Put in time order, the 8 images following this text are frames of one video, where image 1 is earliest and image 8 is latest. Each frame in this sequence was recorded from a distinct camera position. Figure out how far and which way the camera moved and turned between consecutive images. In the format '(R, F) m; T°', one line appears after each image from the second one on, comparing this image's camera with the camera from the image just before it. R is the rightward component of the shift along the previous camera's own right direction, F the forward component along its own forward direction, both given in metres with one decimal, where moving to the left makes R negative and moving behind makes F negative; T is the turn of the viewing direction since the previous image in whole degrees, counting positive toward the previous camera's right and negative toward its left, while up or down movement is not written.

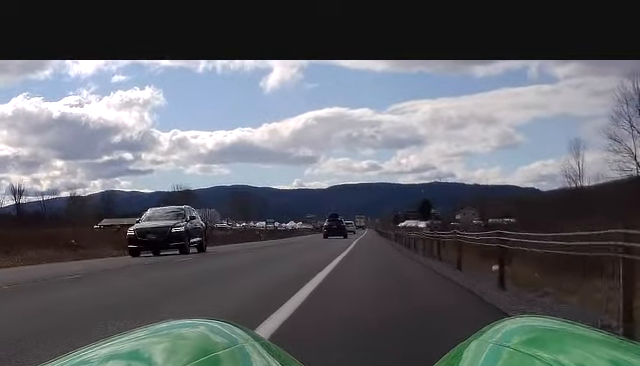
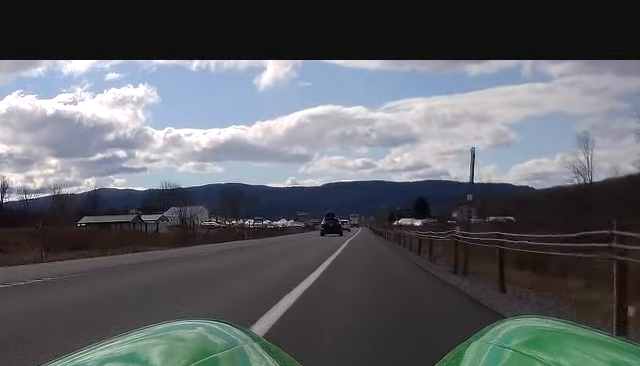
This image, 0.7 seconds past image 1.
(0.0, +9.8) m; +1°
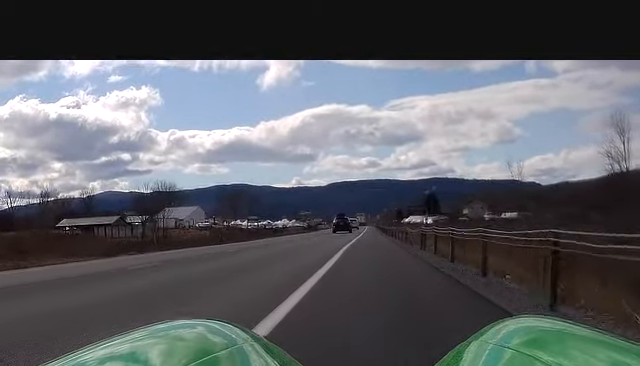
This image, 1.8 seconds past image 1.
(+0.2, +16.9) m; 0°
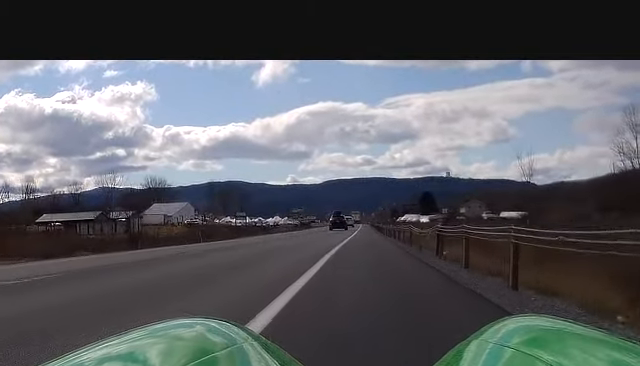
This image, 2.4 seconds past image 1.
(+0.1, +7.7) m; -1°
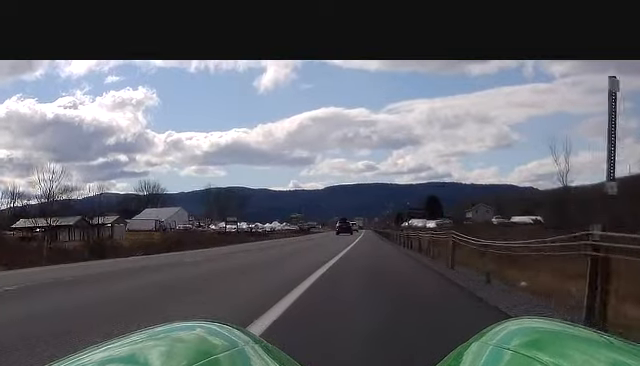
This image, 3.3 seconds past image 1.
(-0.3, +12.9) m; +1°
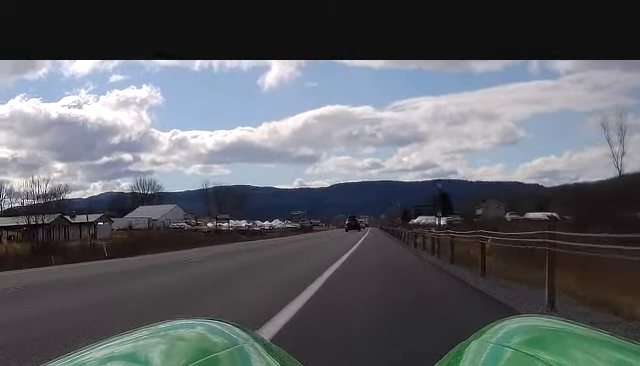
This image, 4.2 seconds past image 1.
(+0.4, +12.9) m; 0°
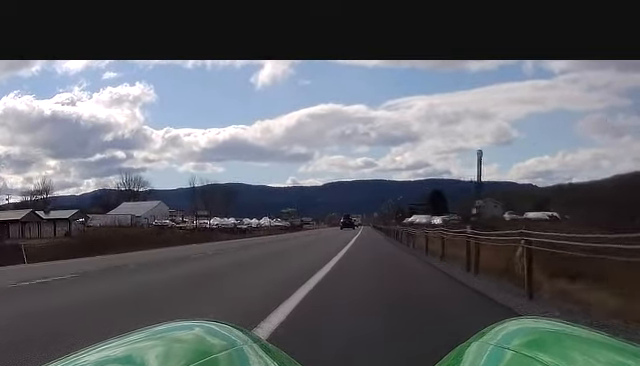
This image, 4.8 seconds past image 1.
(-0.1, +9.0) m; -1°
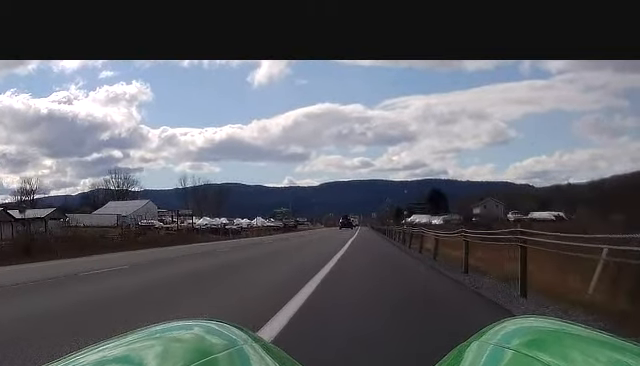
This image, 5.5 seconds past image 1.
(-0.2, +9.4) m; -1°
